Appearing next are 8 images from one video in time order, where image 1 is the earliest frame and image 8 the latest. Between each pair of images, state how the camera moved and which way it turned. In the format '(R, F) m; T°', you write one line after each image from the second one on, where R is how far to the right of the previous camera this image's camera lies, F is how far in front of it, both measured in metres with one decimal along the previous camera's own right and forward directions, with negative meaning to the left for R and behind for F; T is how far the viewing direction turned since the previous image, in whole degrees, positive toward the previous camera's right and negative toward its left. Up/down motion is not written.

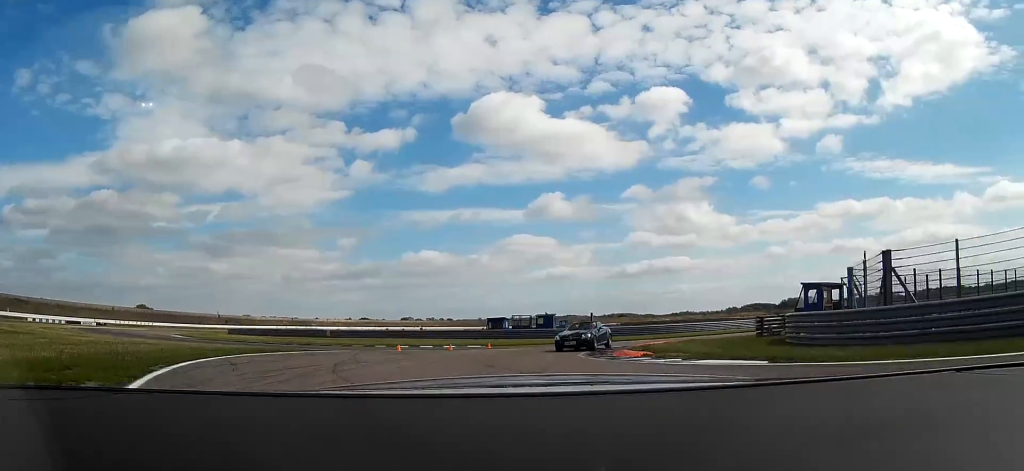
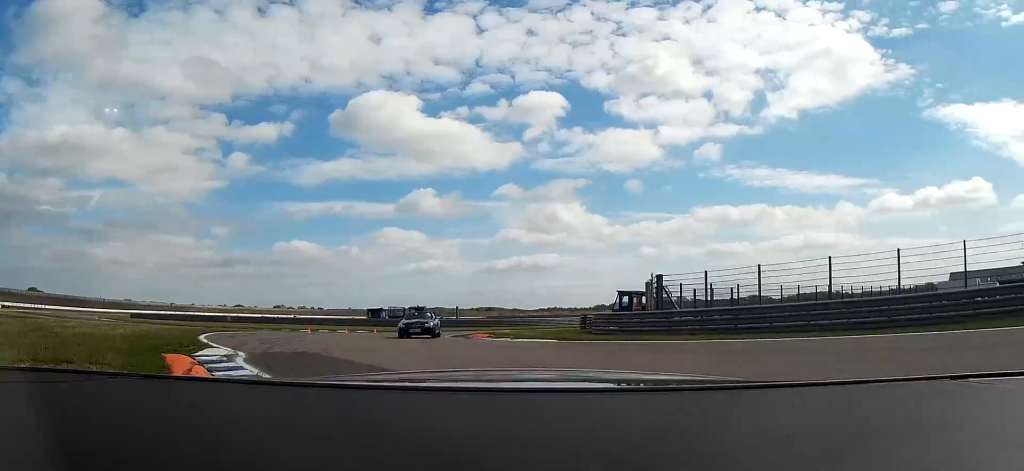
(+0.2, +9.7) m; +5°
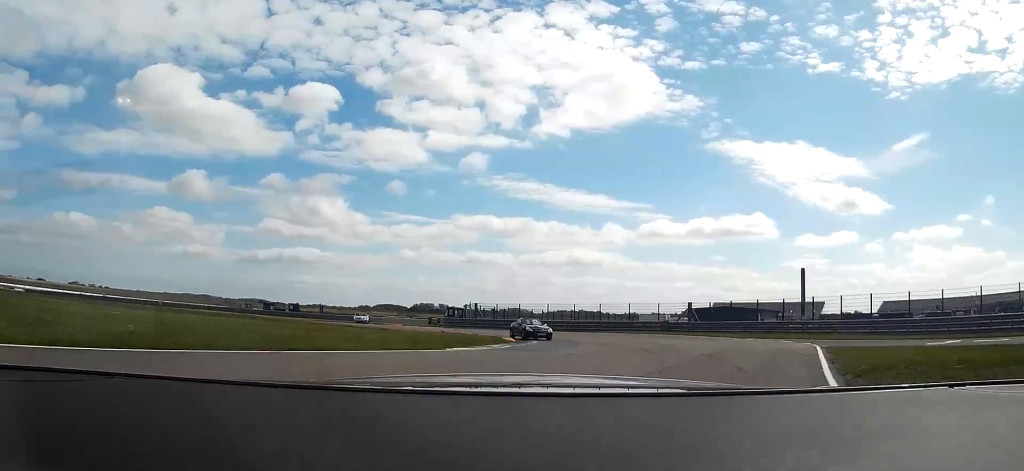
(+7.7, +36.5) m; +12°
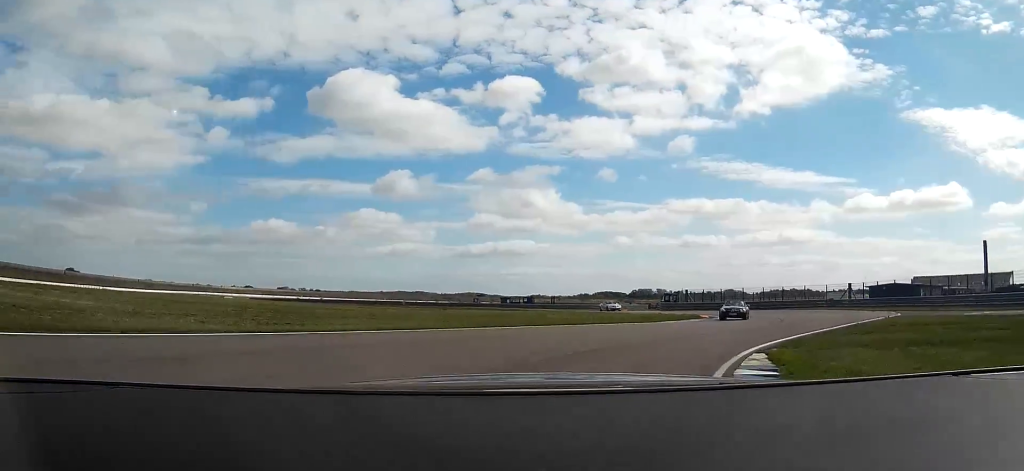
(-0.4, +14.3) m; -12°
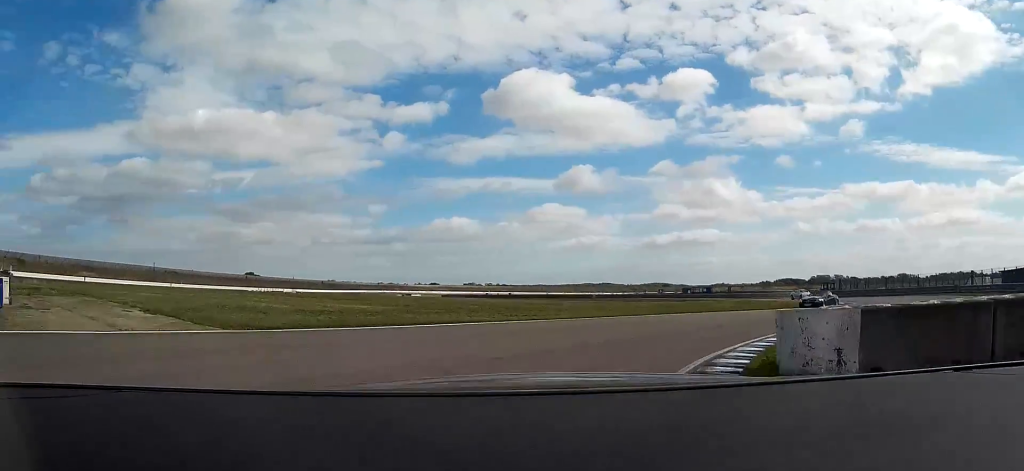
(-0.2, +10.8) m; -17°
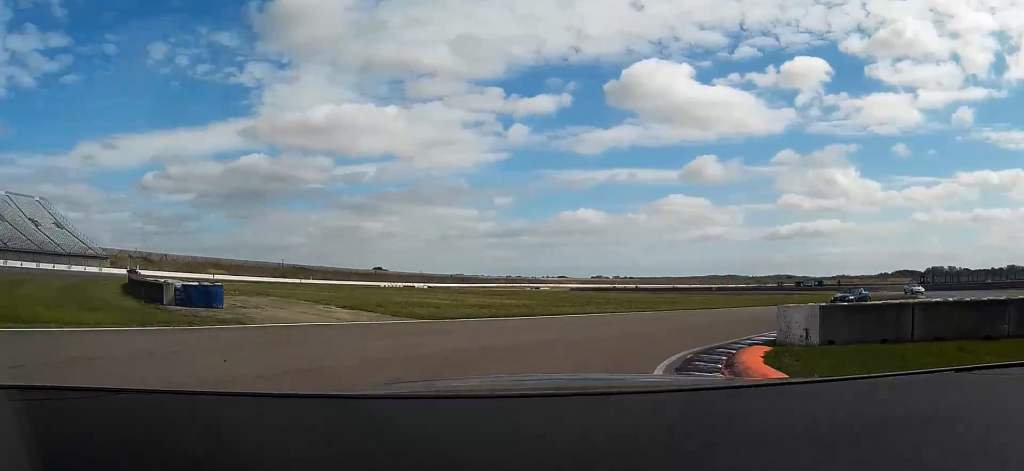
(-1.7, +7.2) m; -13°
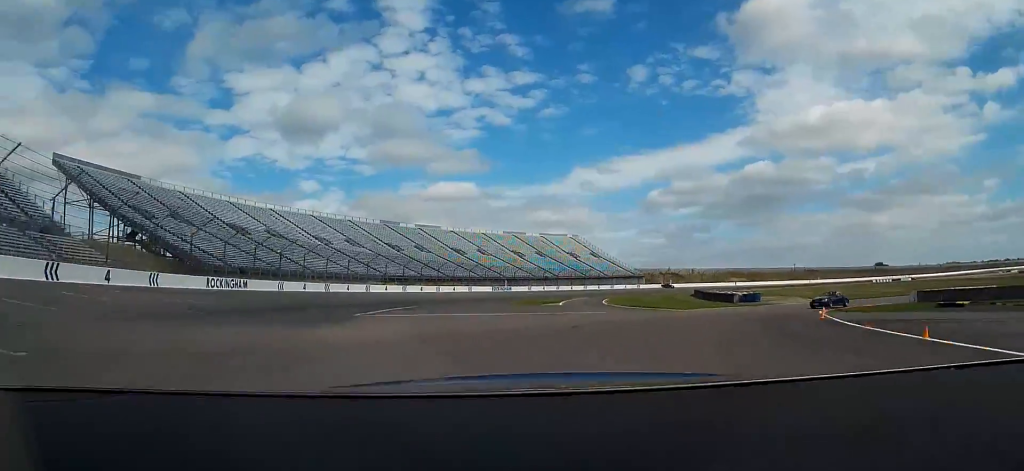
(-19.3, +35.1) m; -50°
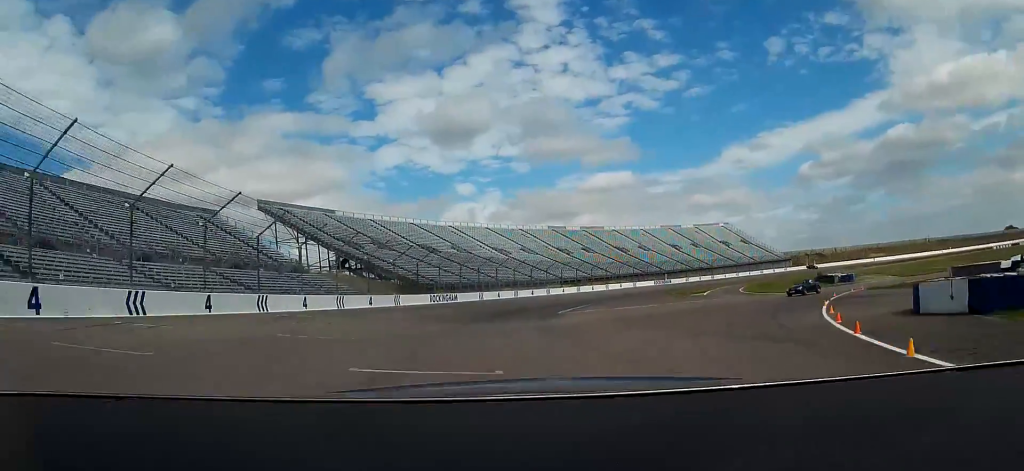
(-2.8, +19.5) m; -15°
